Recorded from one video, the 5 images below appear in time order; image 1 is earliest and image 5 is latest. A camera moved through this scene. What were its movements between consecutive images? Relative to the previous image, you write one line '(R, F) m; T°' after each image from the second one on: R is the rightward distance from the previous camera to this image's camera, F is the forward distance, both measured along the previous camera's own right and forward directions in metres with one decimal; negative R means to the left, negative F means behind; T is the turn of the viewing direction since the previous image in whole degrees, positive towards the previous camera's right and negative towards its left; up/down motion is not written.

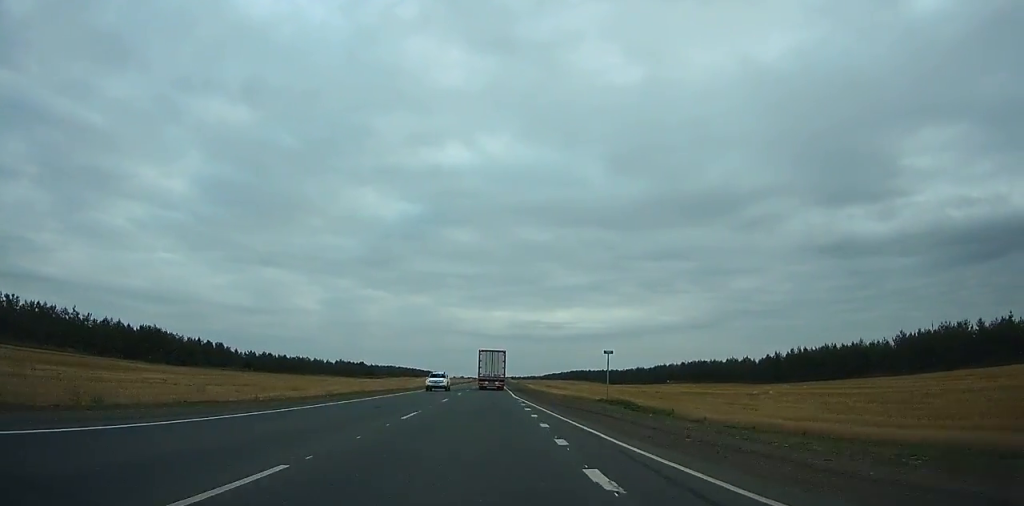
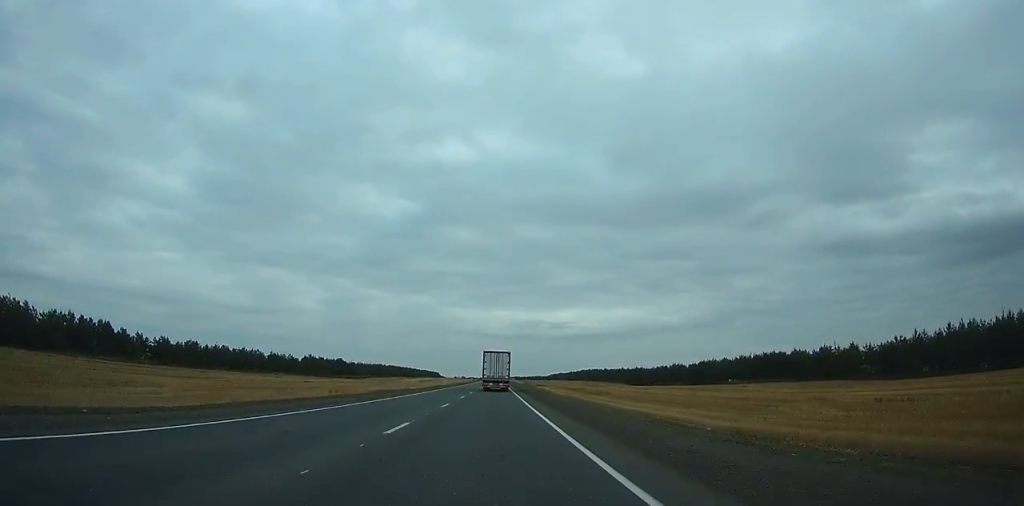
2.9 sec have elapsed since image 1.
(+0.8, +51.9) m; +1°
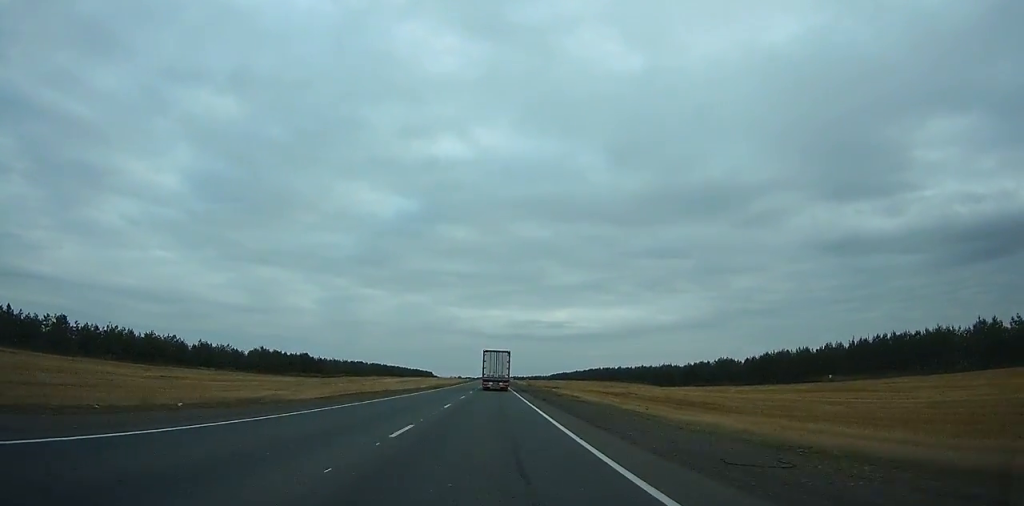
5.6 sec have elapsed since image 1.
(+0.1, +48.3) m; 0°
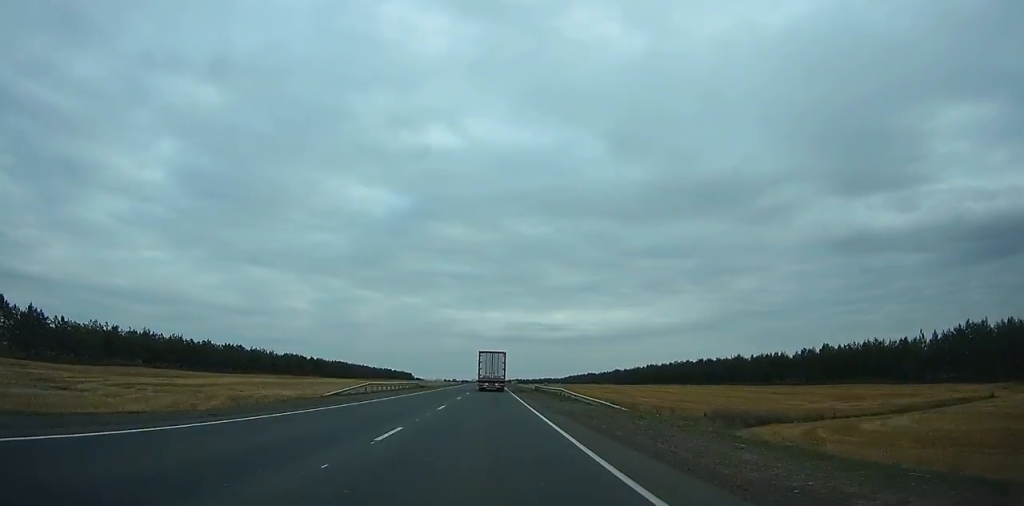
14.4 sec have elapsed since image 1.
(+0.8, +157.5) m; 0°
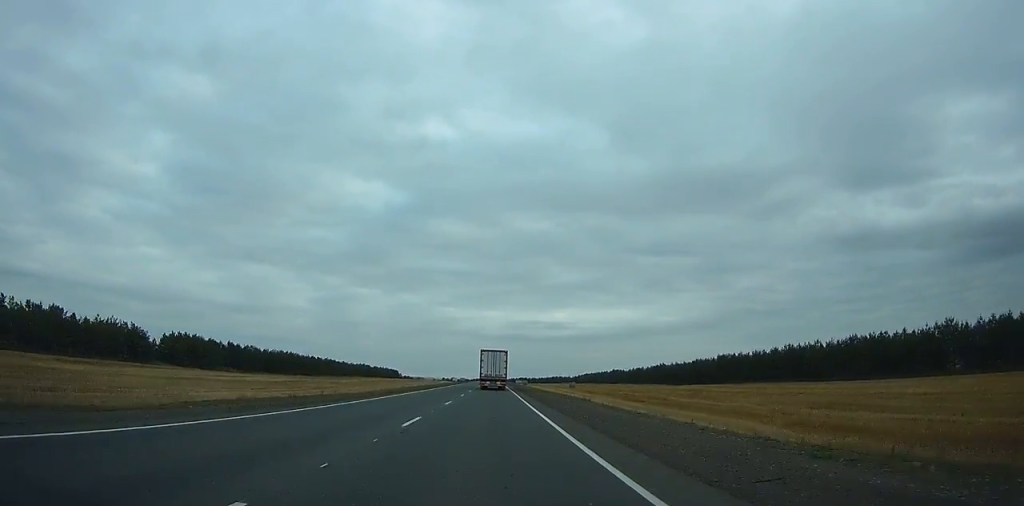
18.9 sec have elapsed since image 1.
(+0.1, +80.7) m; 0°
